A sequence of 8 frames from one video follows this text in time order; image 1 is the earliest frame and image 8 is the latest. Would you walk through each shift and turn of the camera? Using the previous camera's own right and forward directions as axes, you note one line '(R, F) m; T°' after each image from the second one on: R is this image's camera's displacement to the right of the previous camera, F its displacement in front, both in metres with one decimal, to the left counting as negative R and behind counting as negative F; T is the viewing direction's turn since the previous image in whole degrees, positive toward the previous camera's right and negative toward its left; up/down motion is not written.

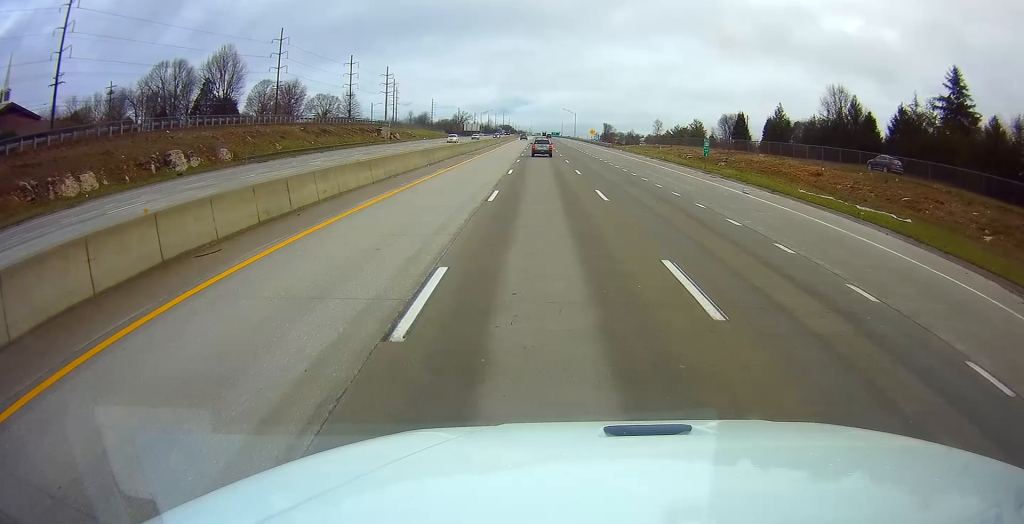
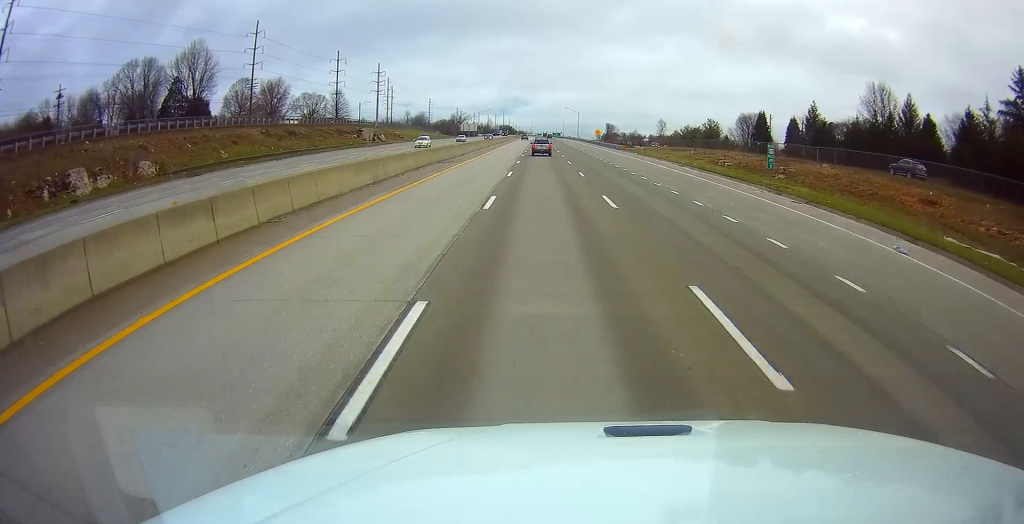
(0.0, +14.1) m; 0°
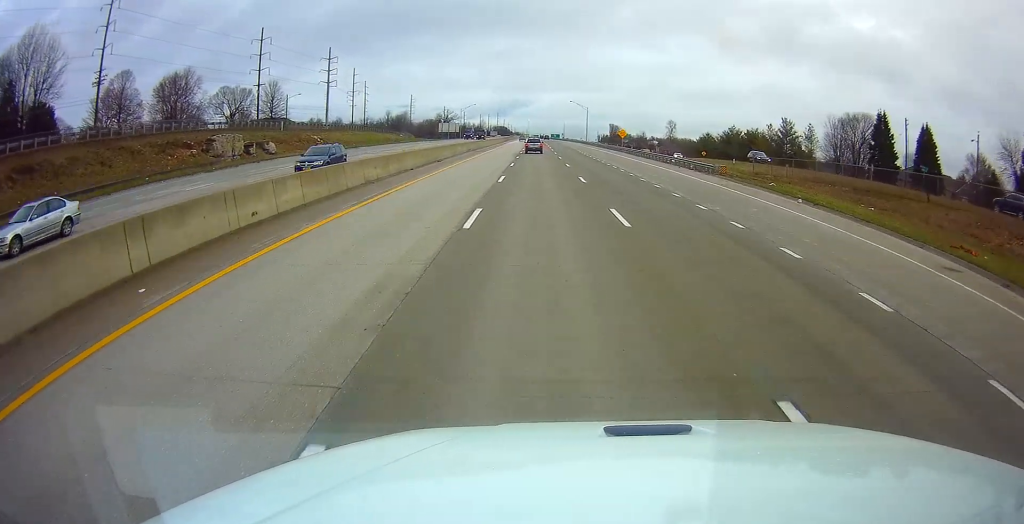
(0.0, +52.2) m; 0°
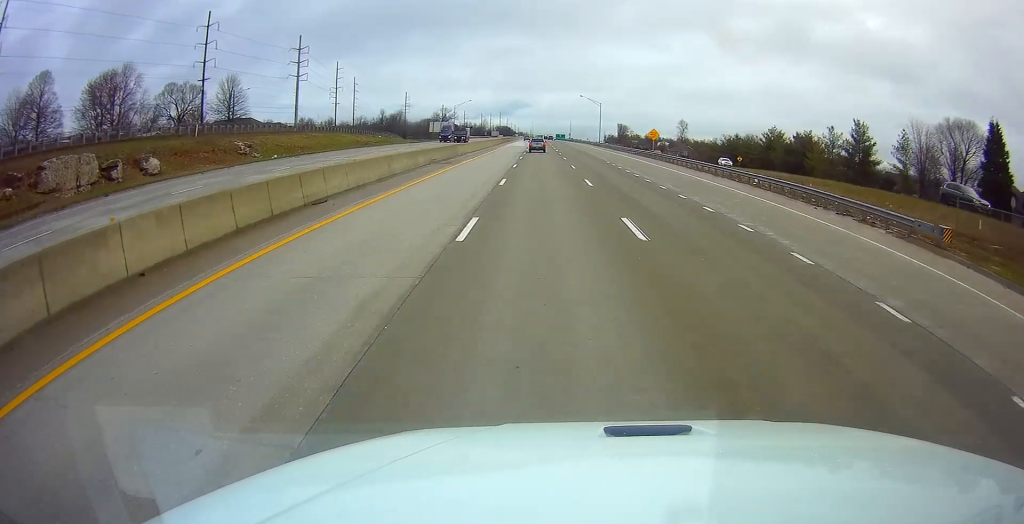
(0.0, +26.2) m; 0°
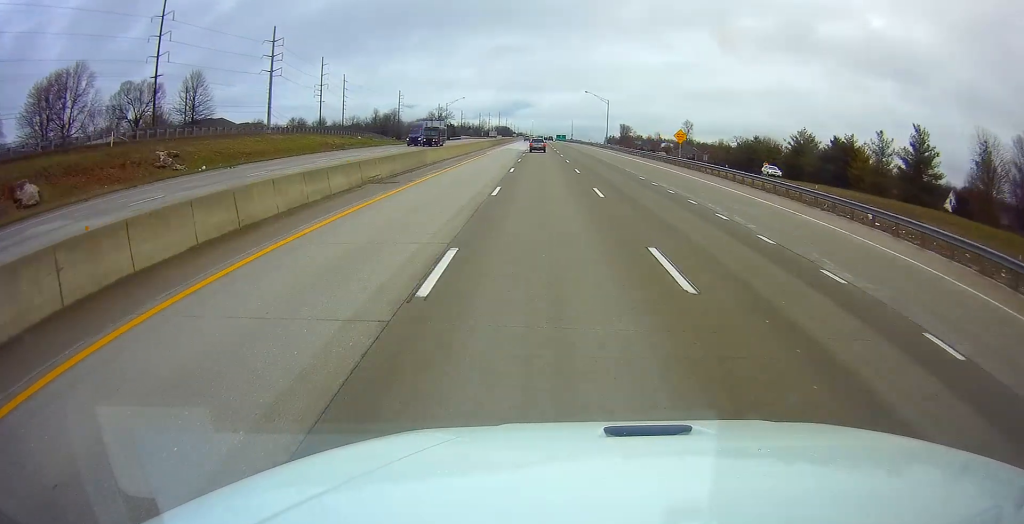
(0.0, +16.1) m; 0°
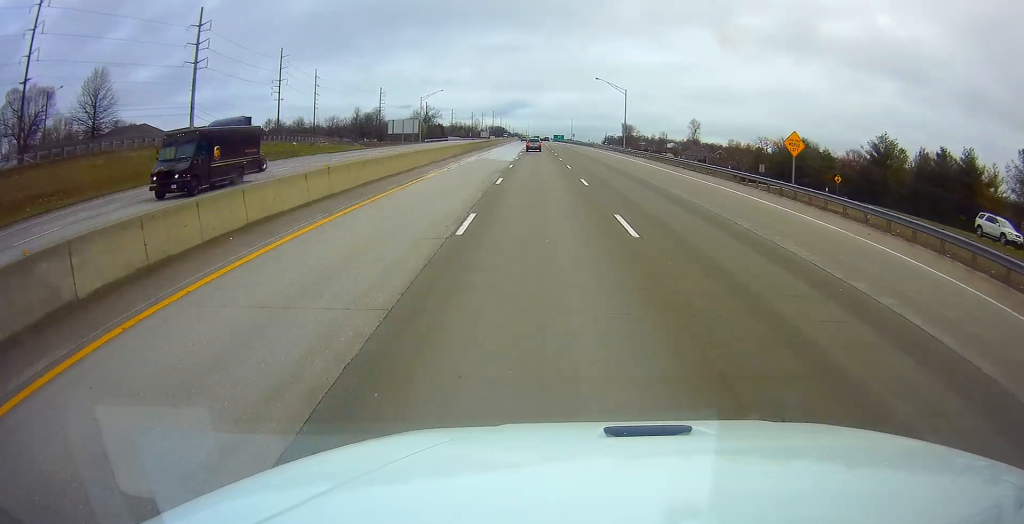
(-0.1, +32.2) m; 0°
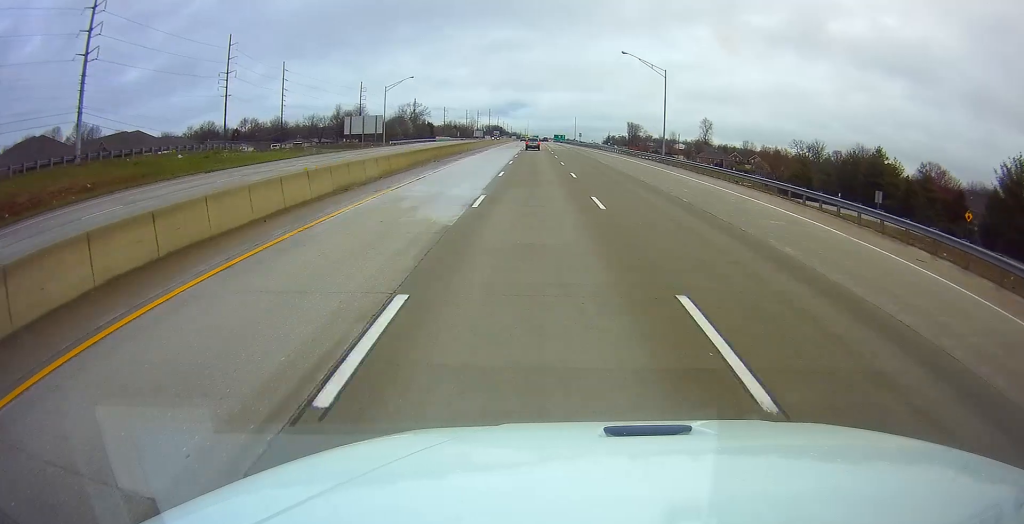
(0.0, +32.1) m; 0°
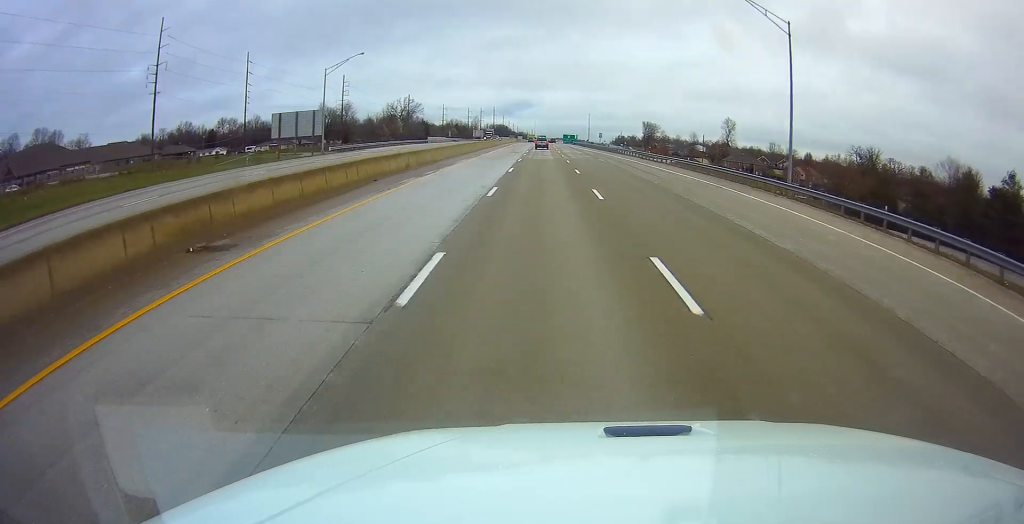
(+0.2, +34.0) m; +1°
